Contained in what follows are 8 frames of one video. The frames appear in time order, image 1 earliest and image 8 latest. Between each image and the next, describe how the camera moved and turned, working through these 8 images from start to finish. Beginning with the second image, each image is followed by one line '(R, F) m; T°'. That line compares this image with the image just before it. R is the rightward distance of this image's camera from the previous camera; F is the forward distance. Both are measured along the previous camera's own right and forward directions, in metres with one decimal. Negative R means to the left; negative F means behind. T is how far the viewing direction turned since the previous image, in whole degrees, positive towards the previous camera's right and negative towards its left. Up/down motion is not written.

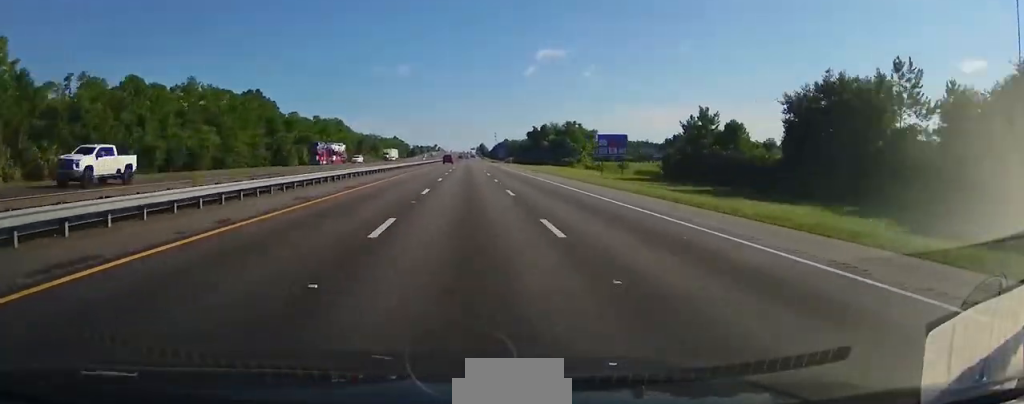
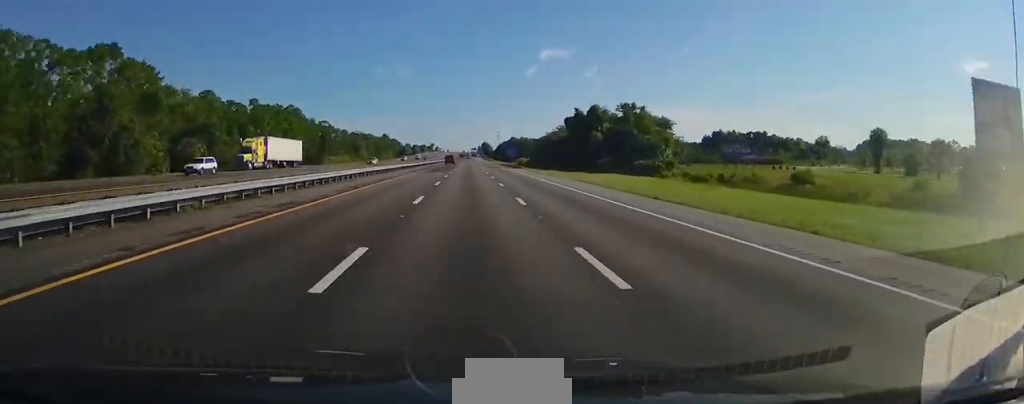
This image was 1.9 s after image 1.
(+0.5, +65.0) m; 0°
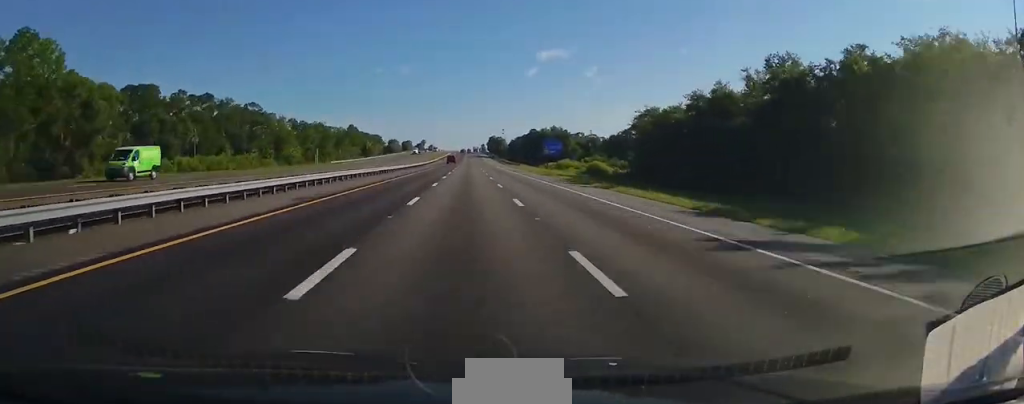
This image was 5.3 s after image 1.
(-1.3, +121.3) m; 0°
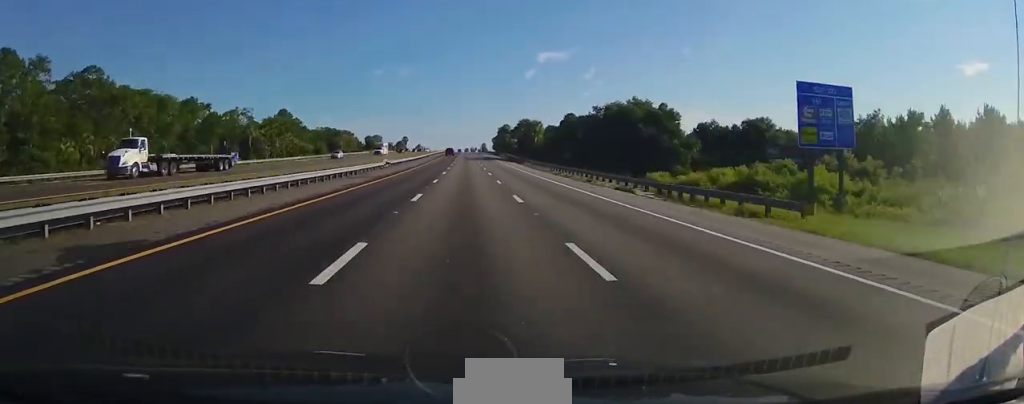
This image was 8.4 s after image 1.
(+0.4, +107.1) m; 0°
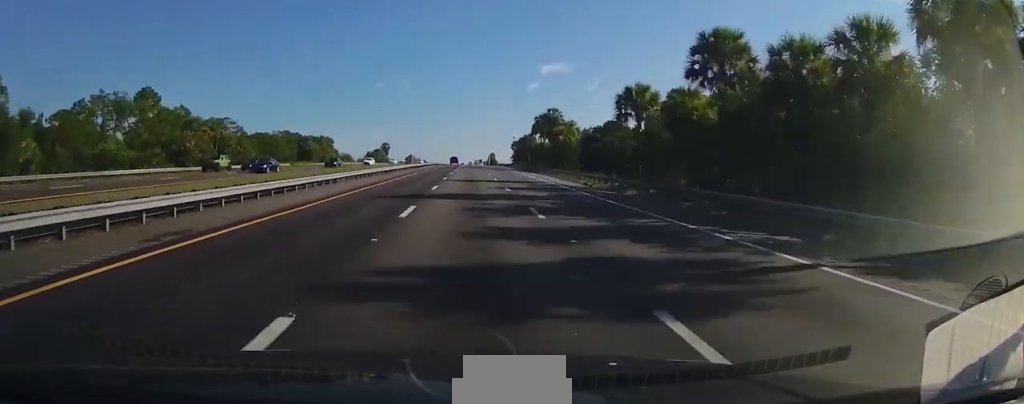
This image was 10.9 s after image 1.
(+0.2, +88.4) m; 0°
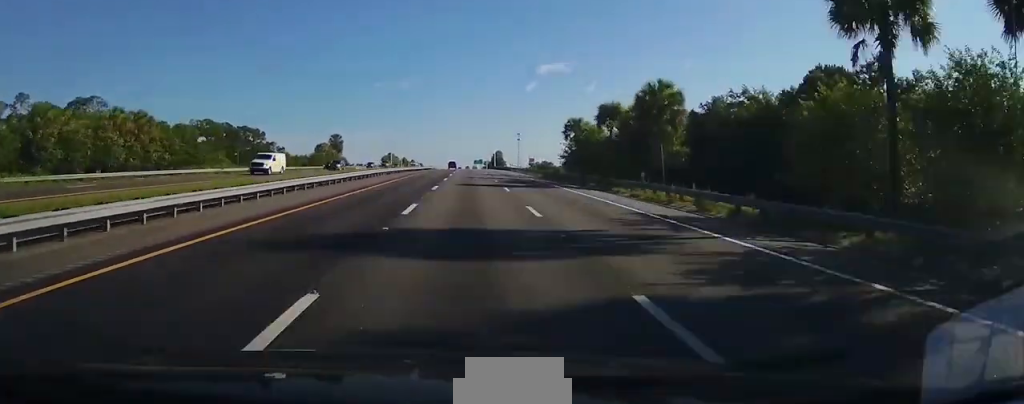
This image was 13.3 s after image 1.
(+0.1, +83.6) m; 0°
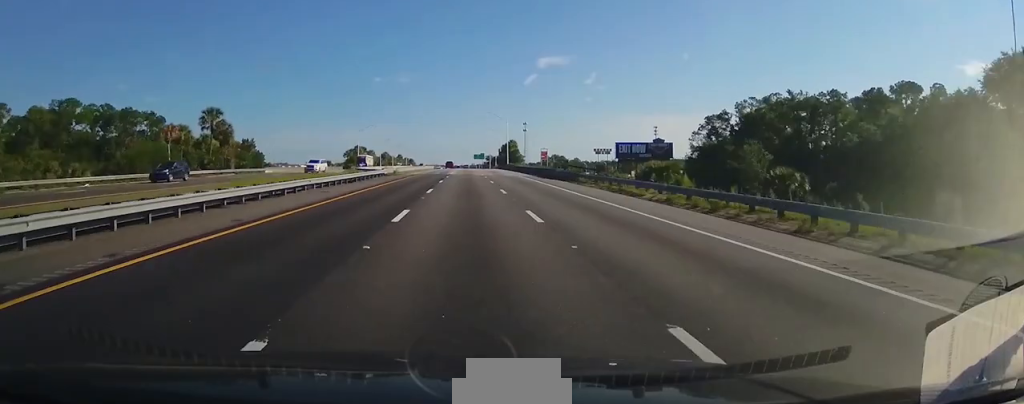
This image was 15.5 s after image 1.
(-0.1, +74.0) m; 0°
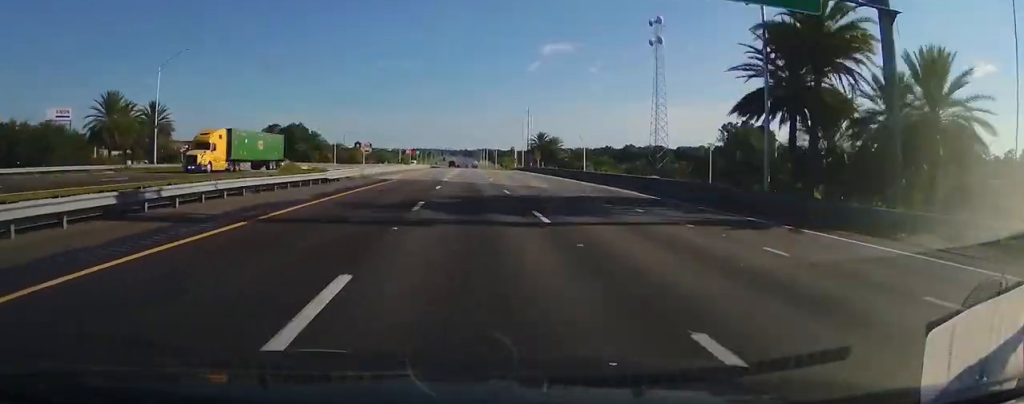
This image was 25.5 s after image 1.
(+1.2, +346.2) m; 0°
